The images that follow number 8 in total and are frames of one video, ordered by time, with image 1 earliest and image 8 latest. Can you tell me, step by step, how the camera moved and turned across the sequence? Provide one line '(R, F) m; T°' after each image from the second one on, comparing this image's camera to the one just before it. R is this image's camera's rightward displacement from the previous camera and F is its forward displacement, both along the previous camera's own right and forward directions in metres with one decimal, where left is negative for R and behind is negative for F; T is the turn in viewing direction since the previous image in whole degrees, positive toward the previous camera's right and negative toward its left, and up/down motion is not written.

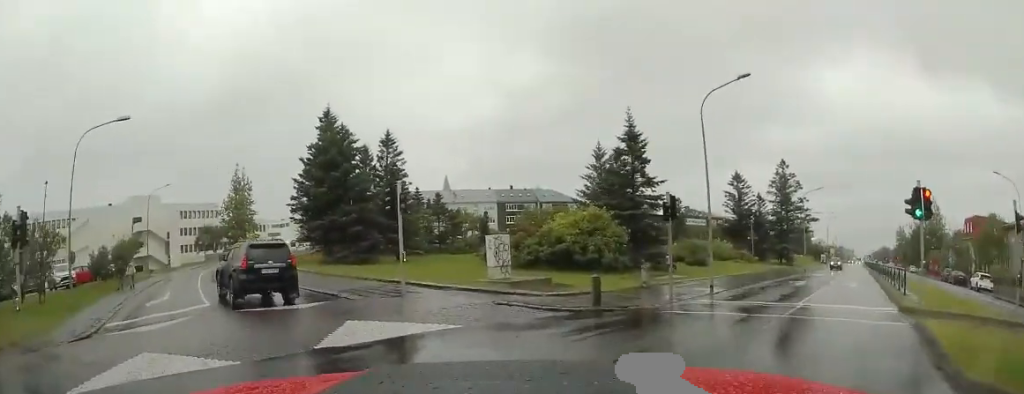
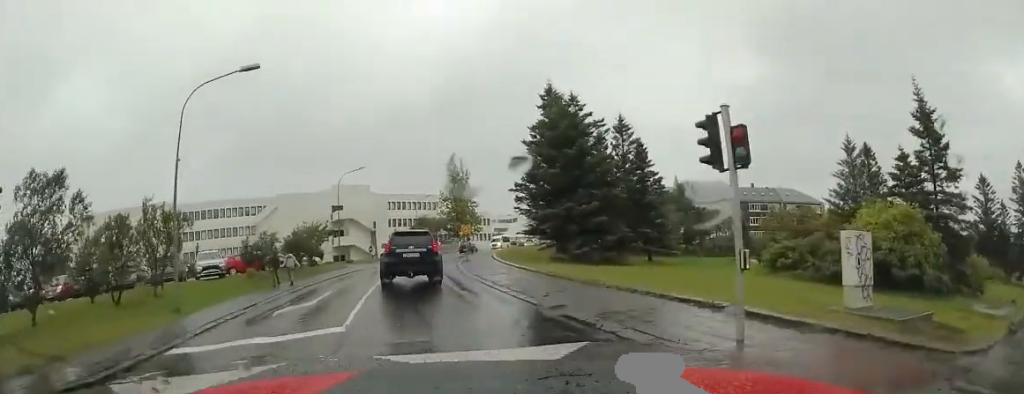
(-1.8, +6.8) m; -25°
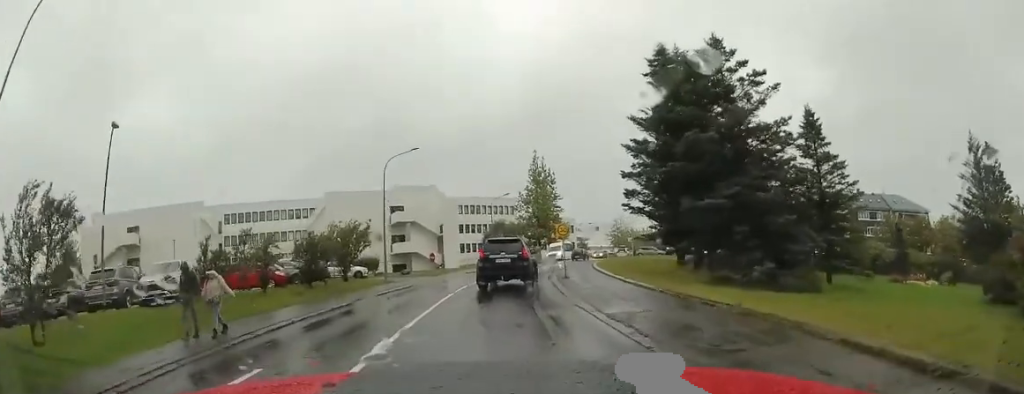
(-1.3, +10.8) m; -12°
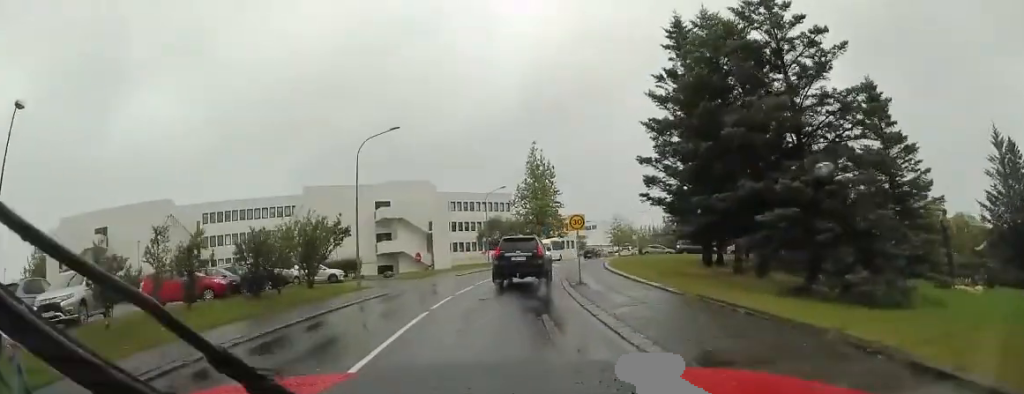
(-0.3, +4.9) m; +3°
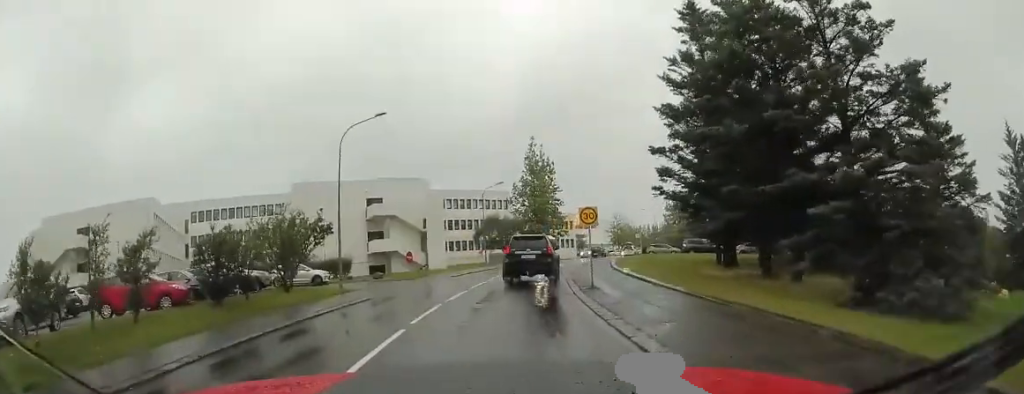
(-0.1, +2.6) m; +2°
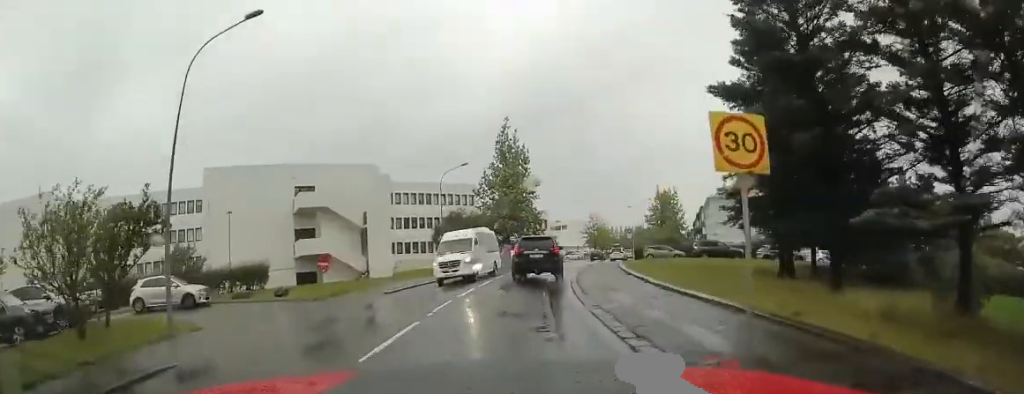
(+0.8, +11.0) m; +1°
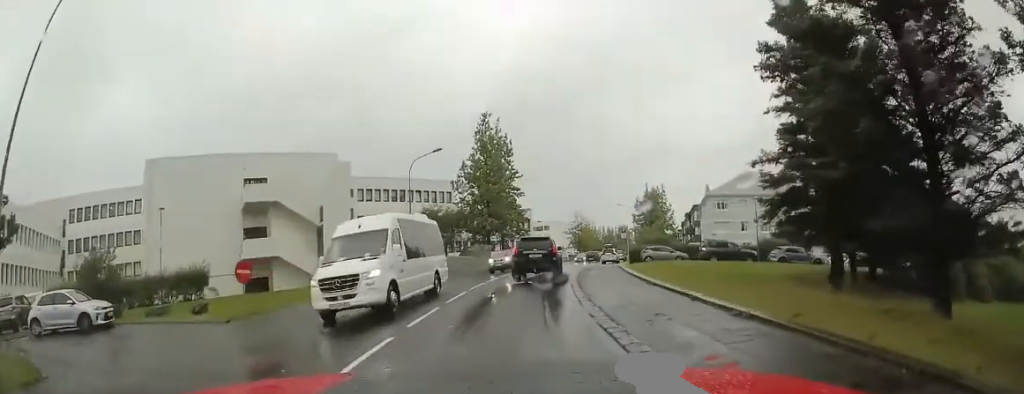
(-0.1, +5.1) m; +2°
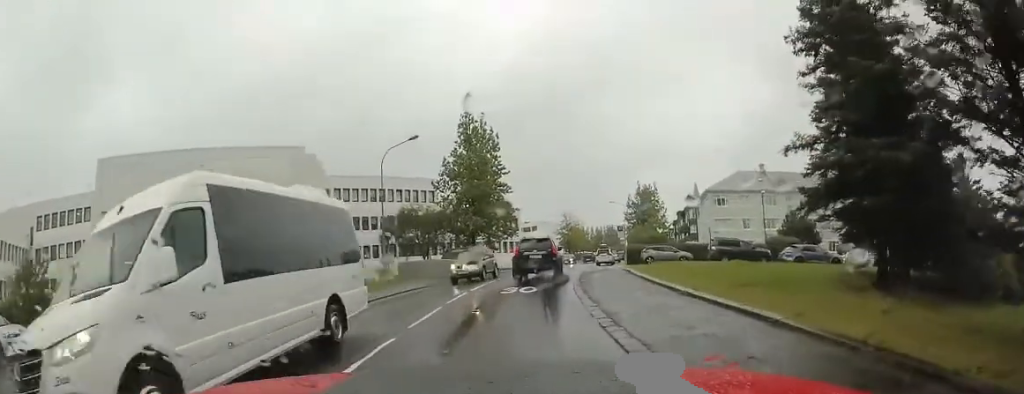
(0.0, +3.9) m; +3°
